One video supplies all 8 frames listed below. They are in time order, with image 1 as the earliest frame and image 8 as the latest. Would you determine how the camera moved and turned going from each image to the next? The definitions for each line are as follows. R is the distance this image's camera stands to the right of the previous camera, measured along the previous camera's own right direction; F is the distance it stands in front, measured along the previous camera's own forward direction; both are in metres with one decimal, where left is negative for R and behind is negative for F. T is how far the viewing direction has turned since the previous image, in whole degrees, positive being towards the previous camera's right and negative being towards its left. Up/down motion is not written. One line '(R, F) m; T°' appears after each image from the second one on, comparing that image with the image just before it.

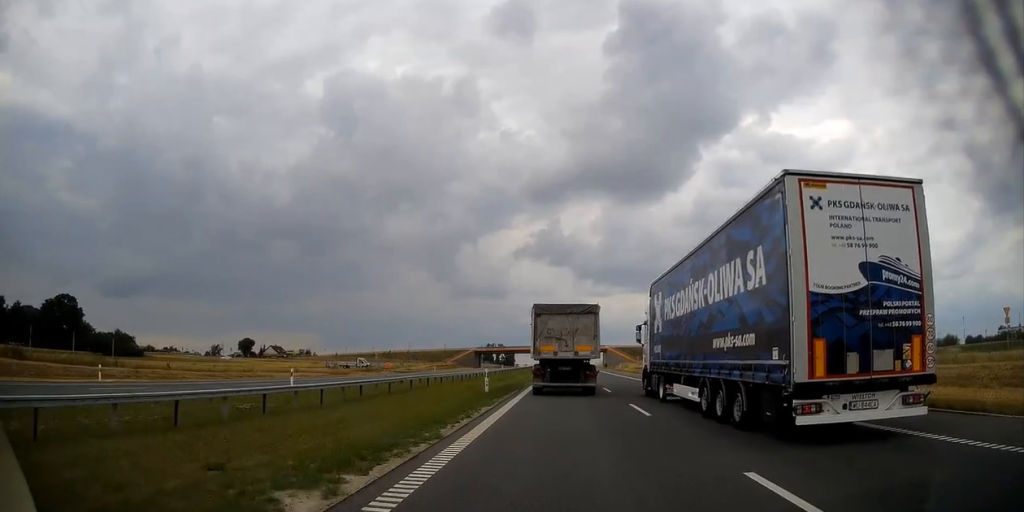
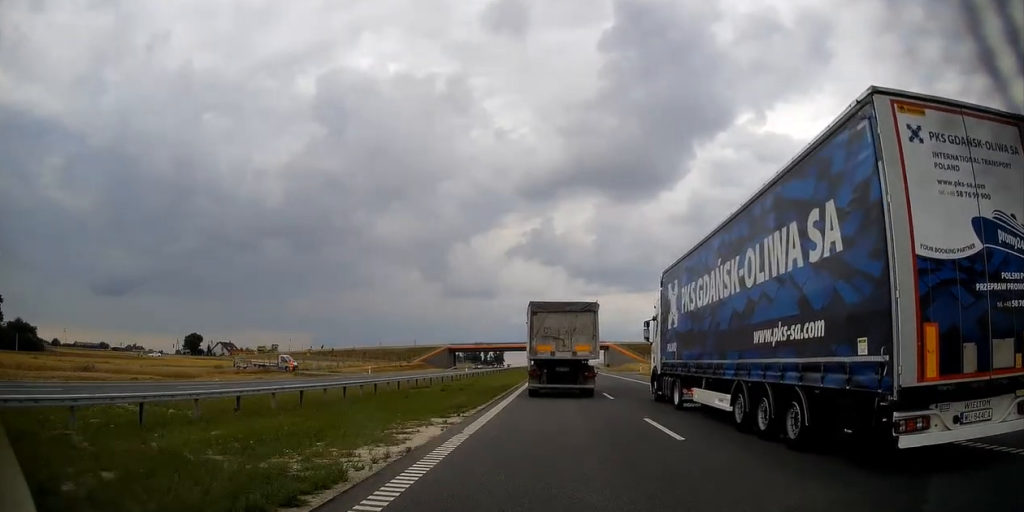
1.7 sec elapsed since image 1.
(0.0, +41.8) m; 0°
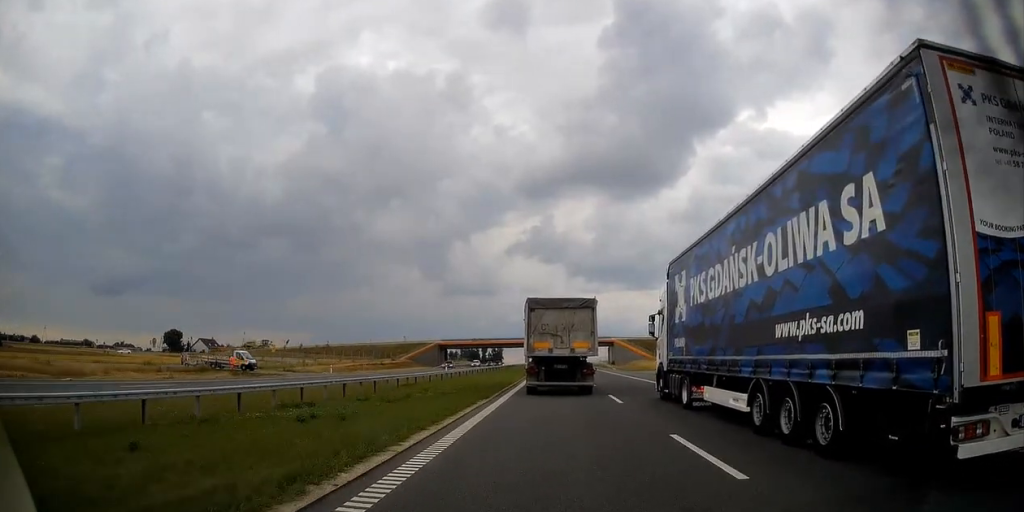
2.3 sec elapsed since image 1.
(+0.2, +15.8) m; 0°
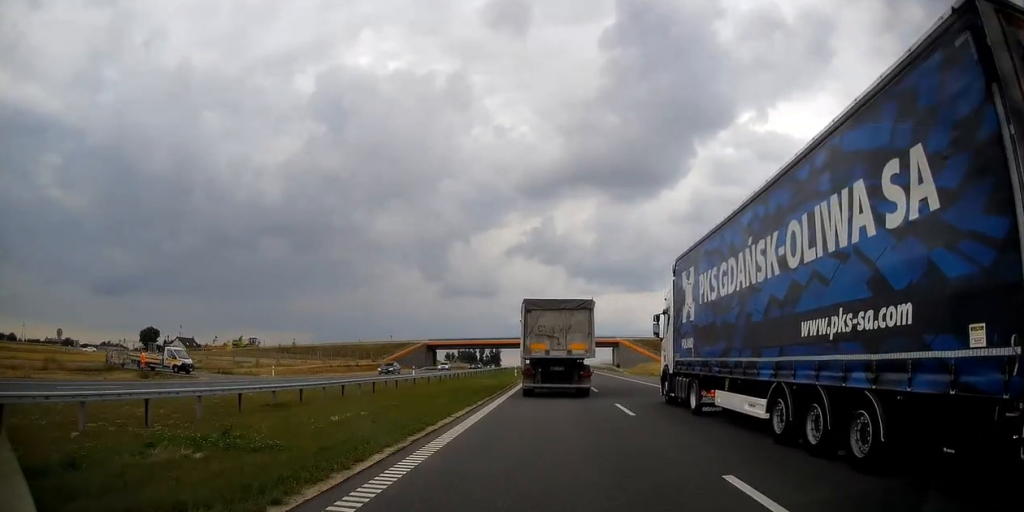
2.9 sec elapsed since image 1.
(0.0, +15.7) m; 0°
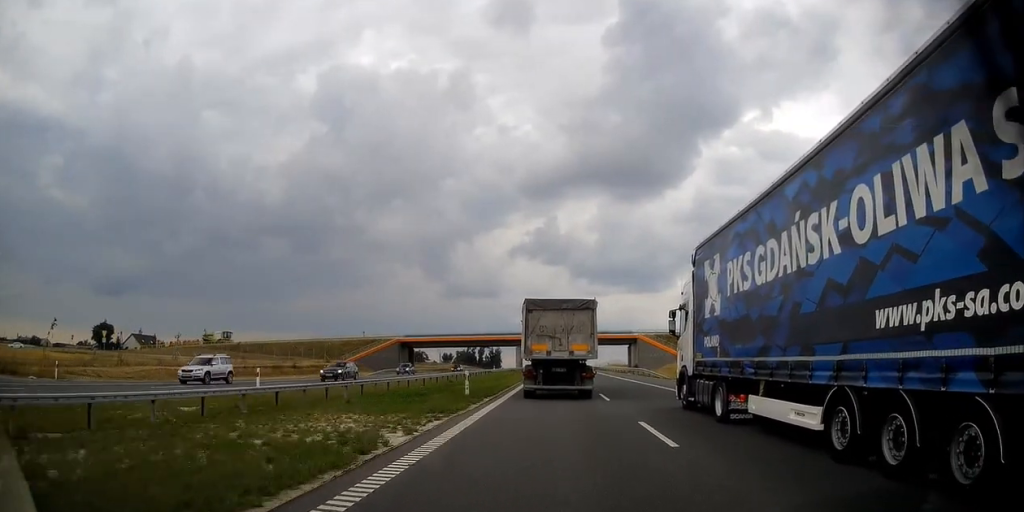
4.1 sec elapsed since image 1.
(0.0, +29.7) m; 0°
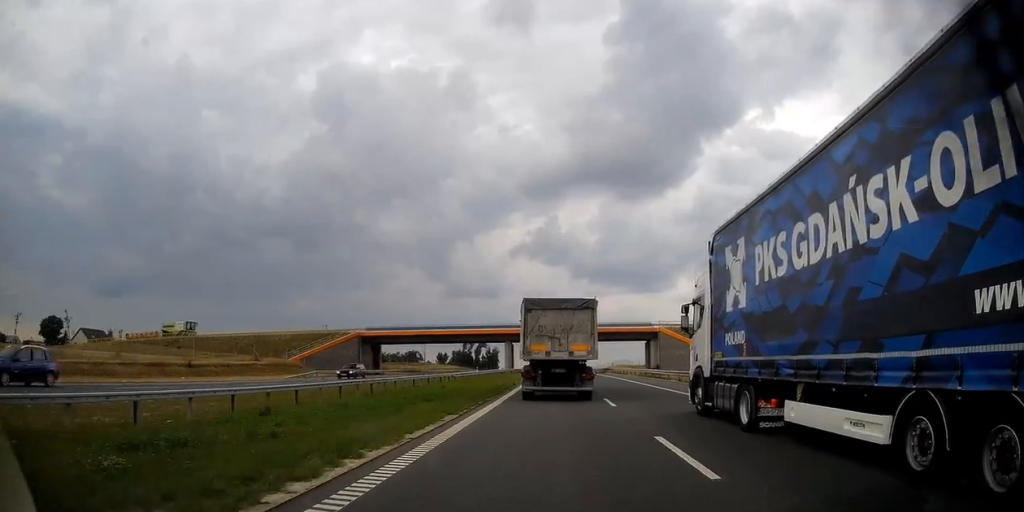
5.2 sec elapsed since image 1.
(0.0, +26.3) m; 0°
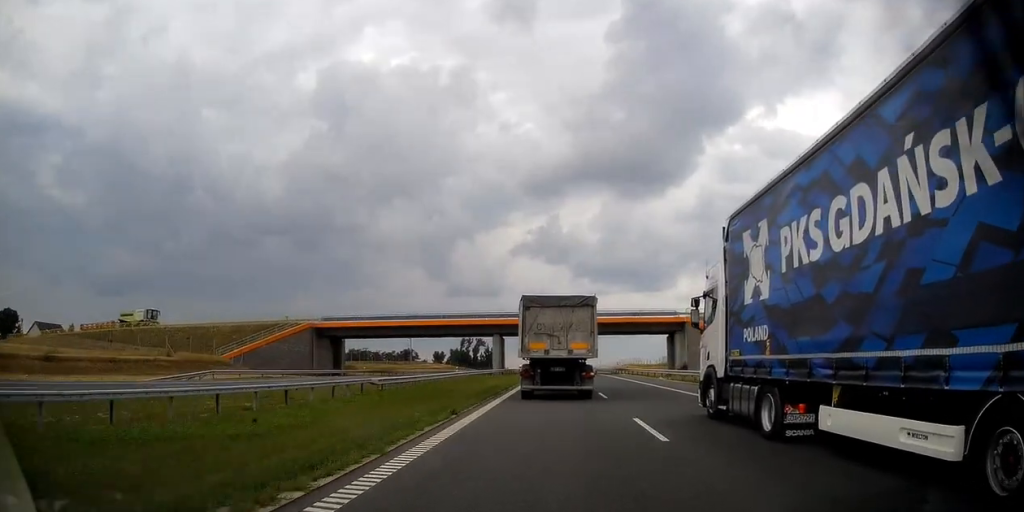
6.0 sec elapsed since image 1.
(0.0, +20.6) m; 0°
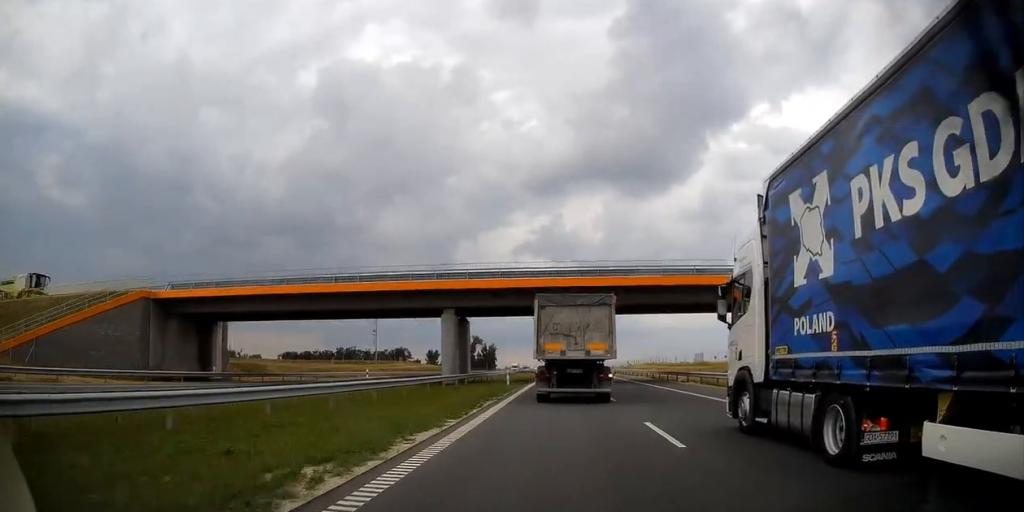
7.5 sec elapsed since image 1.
(0.0, +36.3) m; 0°
